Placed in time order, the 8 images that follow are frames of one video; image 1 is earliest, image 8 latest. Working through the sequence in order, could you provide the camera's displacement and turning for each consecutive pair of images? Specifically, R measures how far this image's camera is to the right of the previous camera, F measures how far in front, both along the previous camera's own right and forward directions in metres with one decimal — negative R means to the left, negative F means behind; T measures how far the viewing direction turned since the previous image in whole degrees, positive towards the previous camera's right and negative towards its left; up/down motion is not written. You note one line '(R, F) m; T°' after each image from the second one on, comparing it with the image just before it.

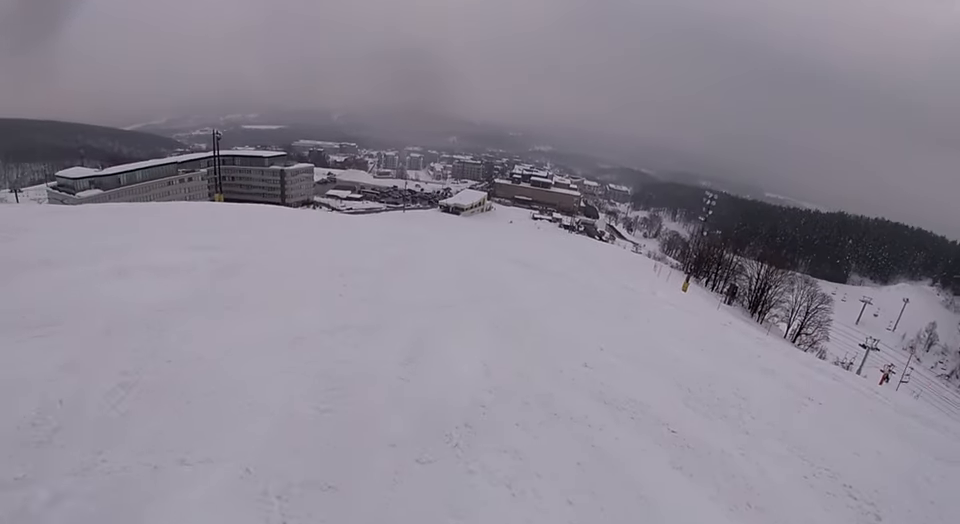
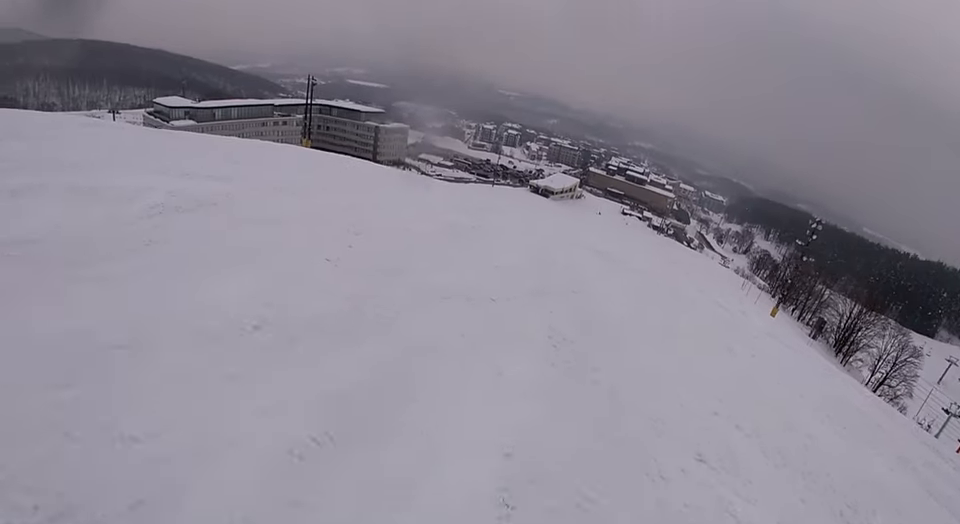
(+0.2, +3.0) m; 0°
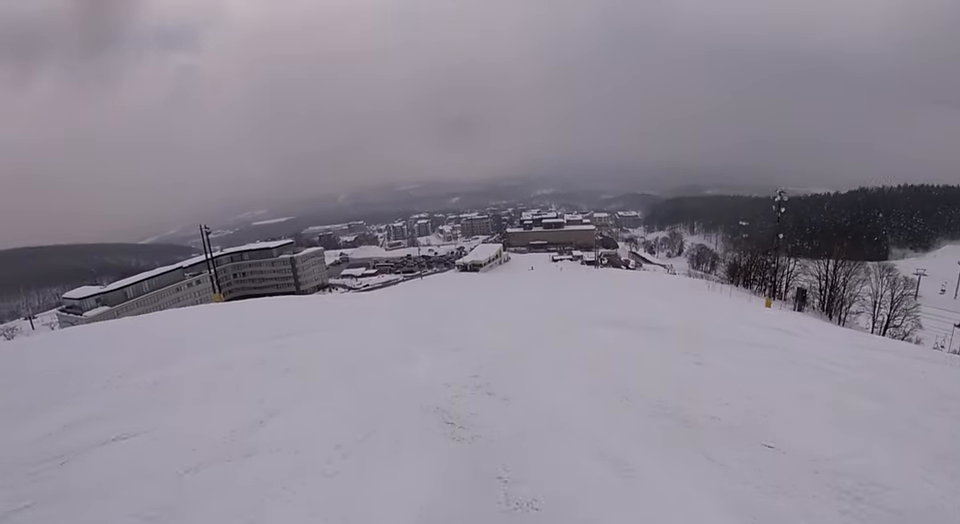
(-0.2, +9.0) m; 0°
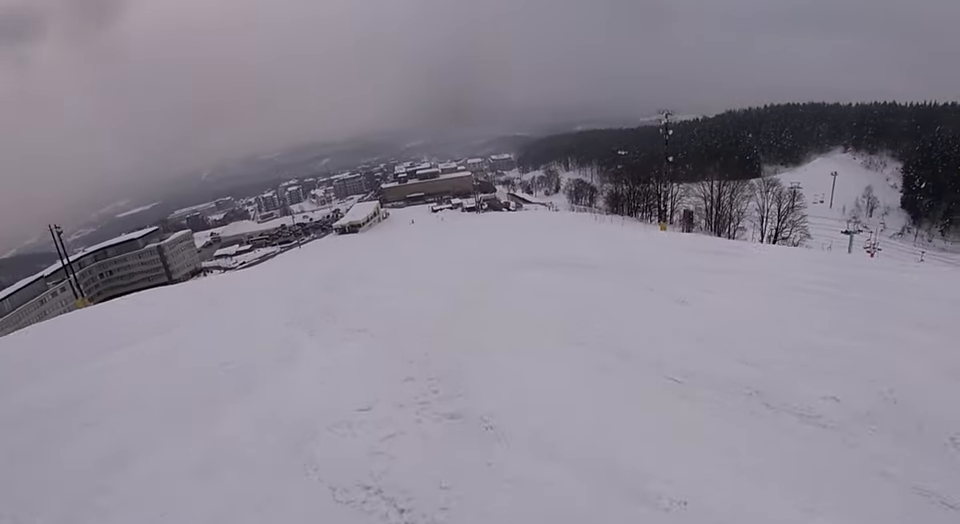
(+0.1, +3.4) m; 0°
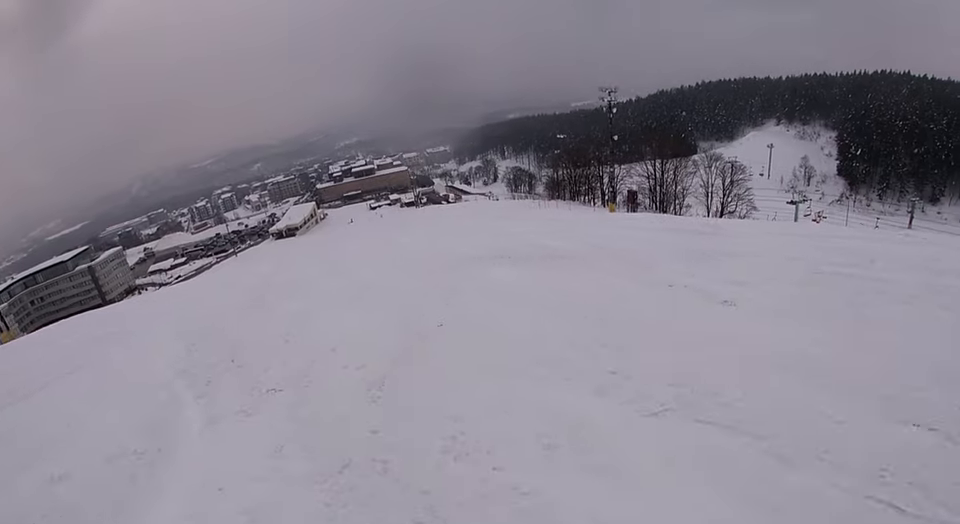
(+0.2, +2.8) m; 0°
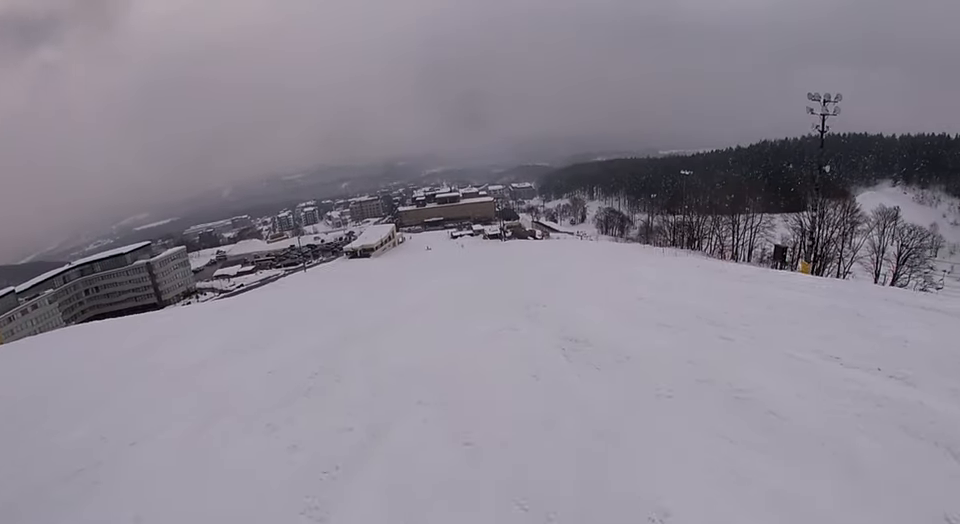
(+2.3, +18.7) m; +2°
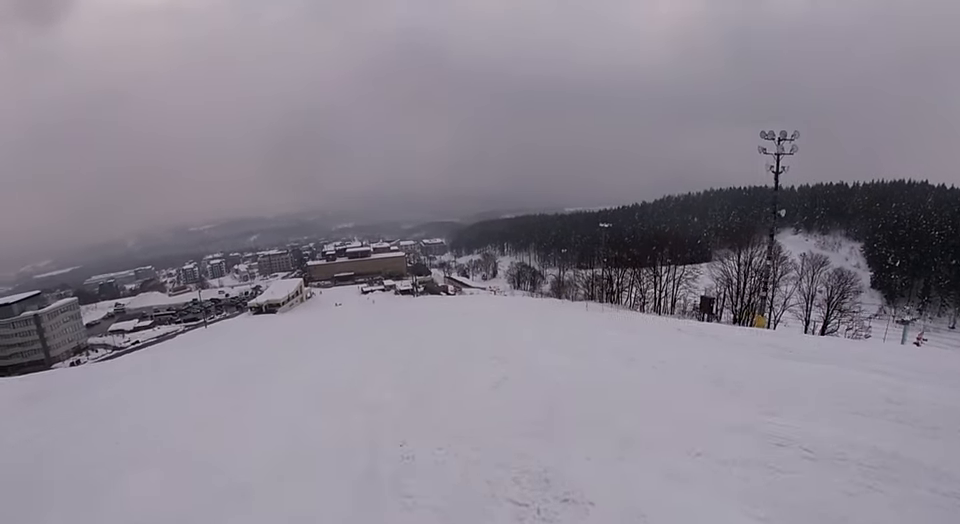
(-0.8, +7.0) m; -6°
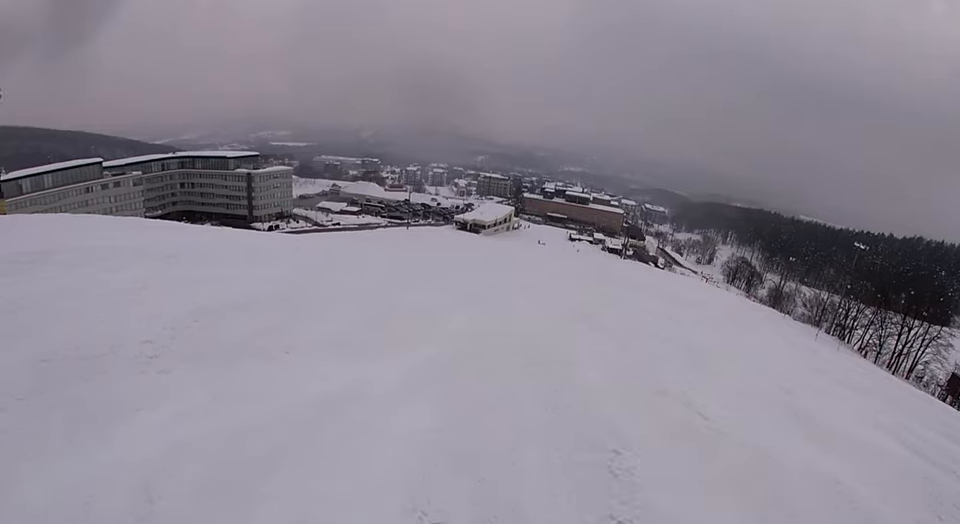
(0.0, +8.3) m; +3°
